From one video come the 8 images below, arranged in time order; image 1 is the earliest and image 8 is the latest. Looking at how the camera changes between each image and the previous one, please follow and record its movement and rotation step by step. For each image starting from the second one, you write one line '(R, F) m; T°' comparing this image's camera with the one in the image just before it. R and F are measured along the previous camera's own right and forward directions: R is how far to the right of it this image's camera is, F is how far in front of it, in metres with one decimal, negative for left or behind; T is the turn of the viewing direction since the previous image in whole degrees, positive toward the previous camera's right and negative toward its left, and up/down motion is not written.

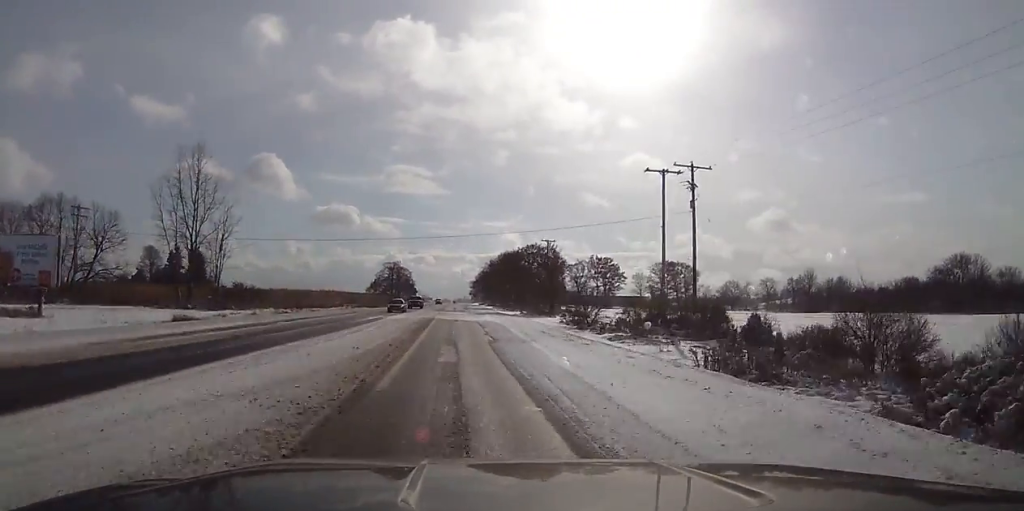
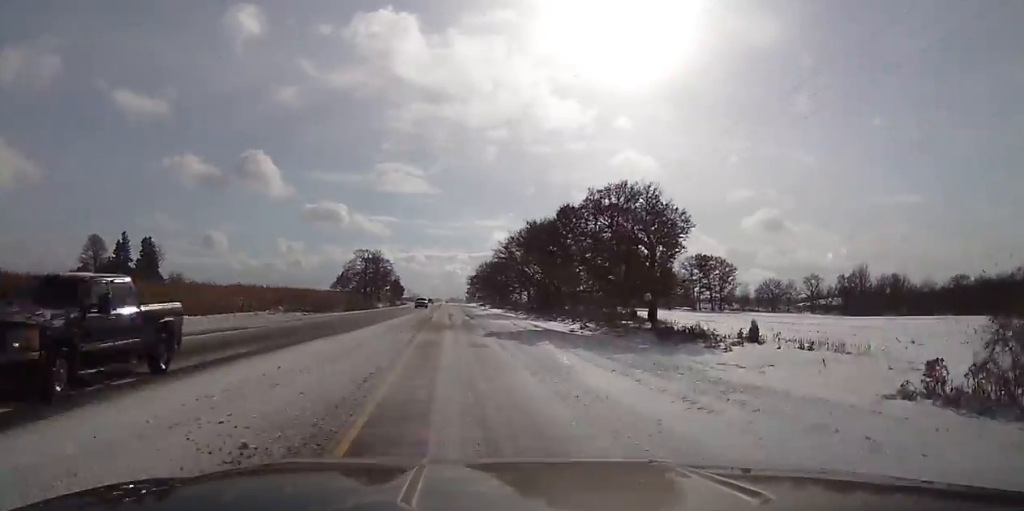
(-0.7, +45.8) m; -1°
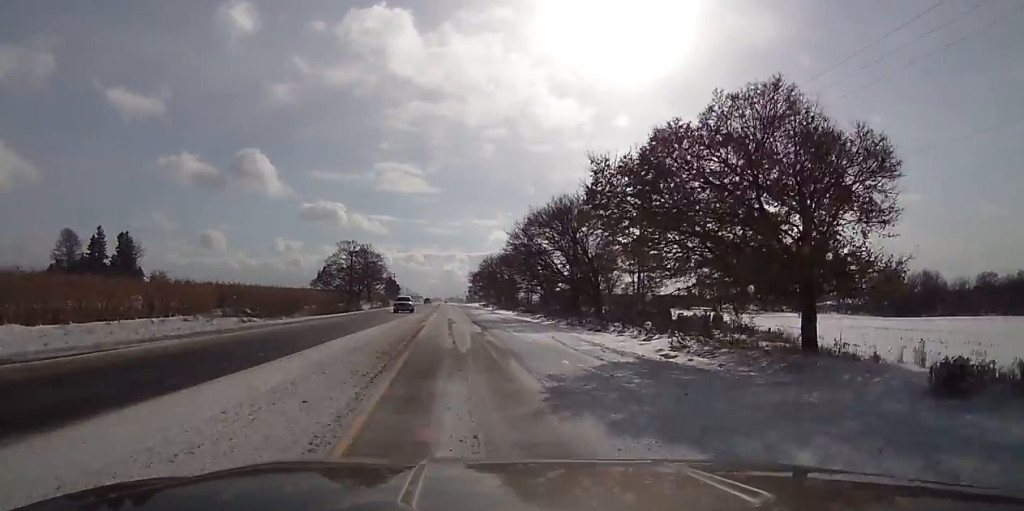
(+0.3, +19.7) m; +1°
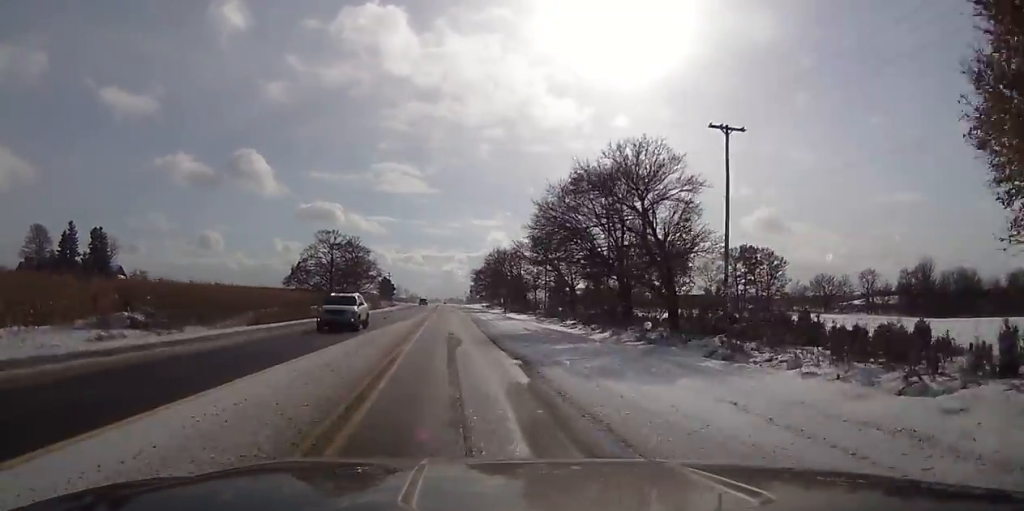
(0.0, +19.7) m; 0°
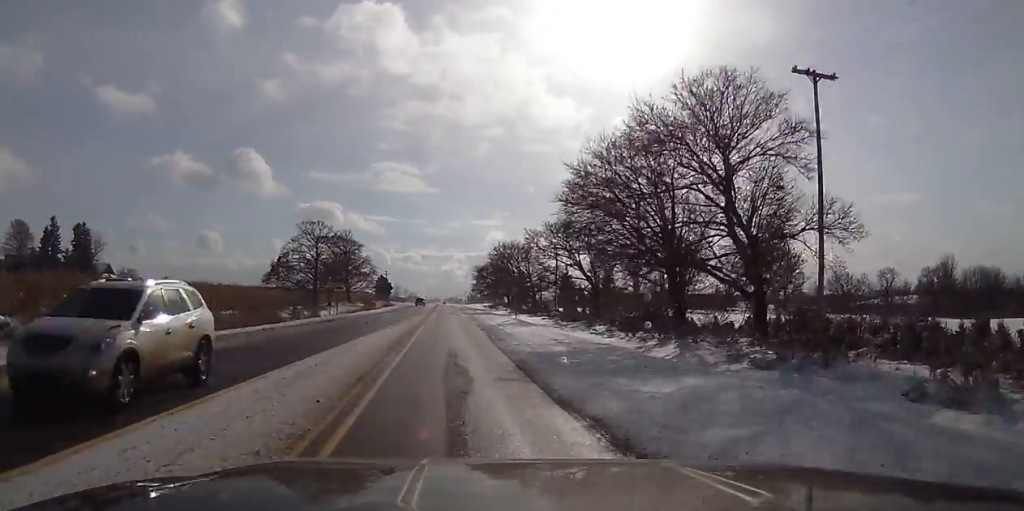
(0.0, +11.4) m; 0°
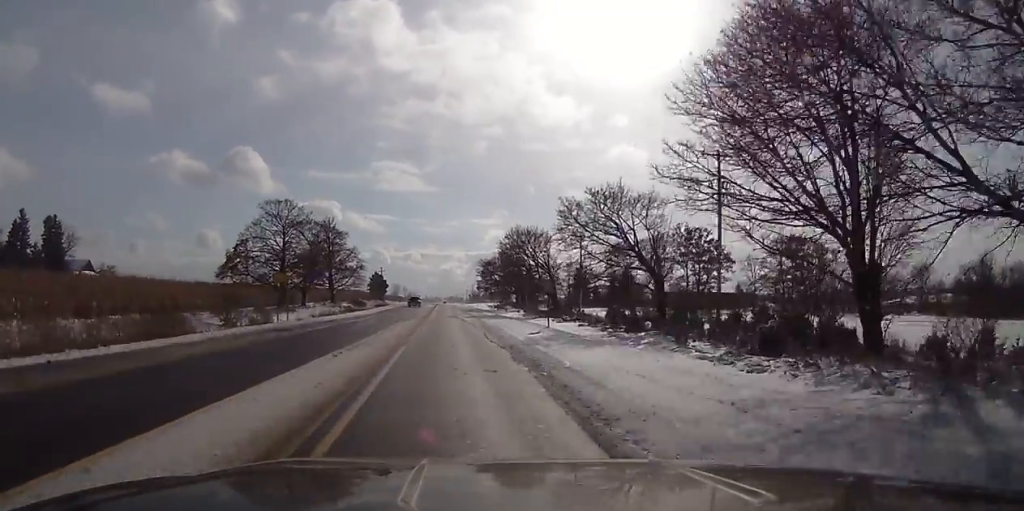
(0.0, +18.3) m; 0°
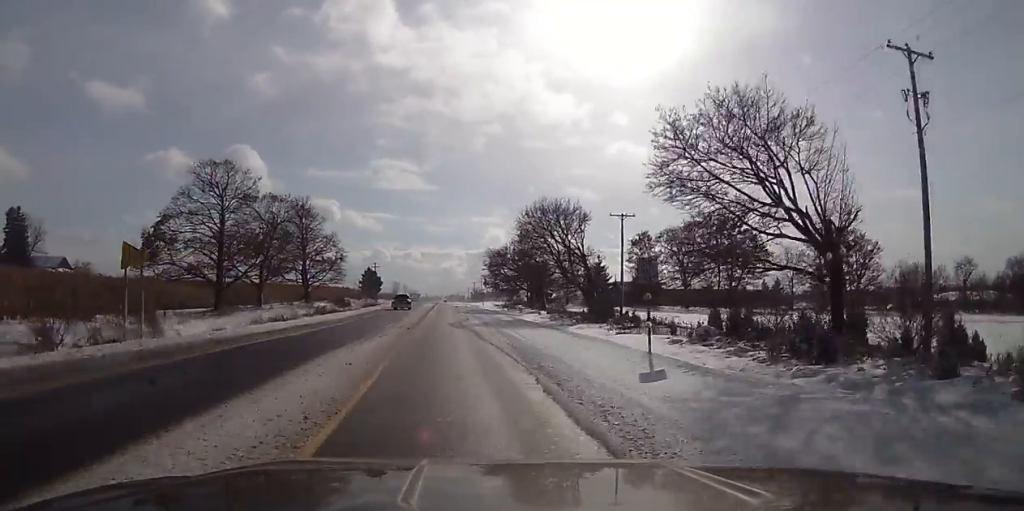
(0.0, +20.1) m; 0°
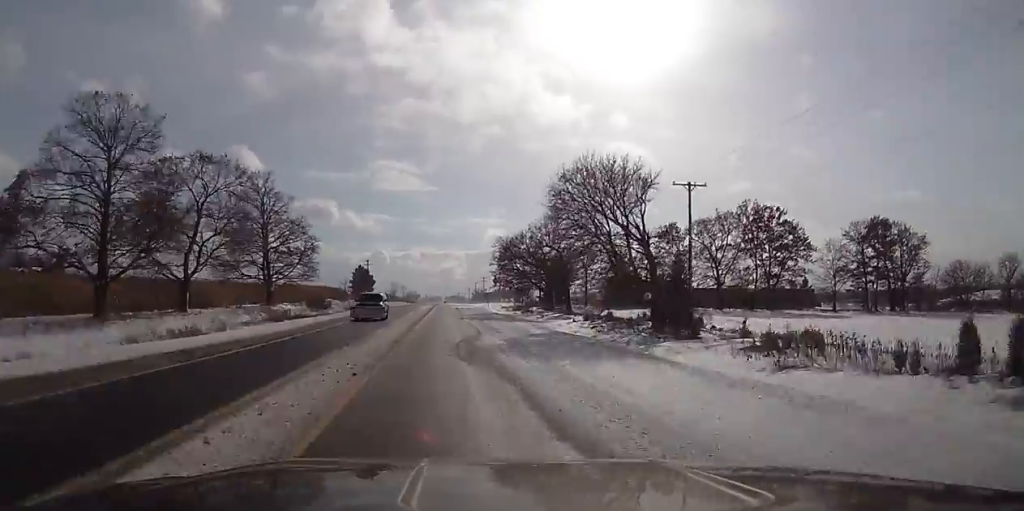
(0.0, +18.7) m; 0°
